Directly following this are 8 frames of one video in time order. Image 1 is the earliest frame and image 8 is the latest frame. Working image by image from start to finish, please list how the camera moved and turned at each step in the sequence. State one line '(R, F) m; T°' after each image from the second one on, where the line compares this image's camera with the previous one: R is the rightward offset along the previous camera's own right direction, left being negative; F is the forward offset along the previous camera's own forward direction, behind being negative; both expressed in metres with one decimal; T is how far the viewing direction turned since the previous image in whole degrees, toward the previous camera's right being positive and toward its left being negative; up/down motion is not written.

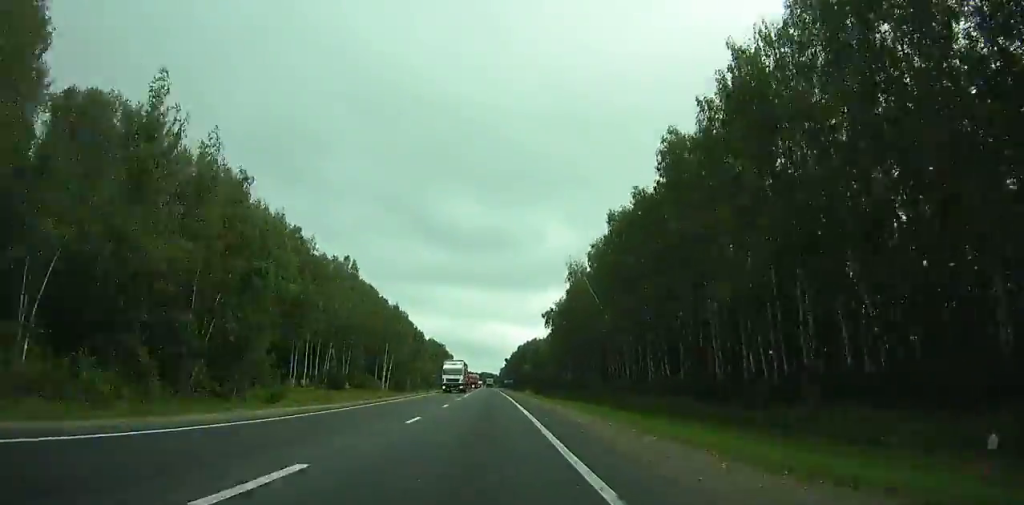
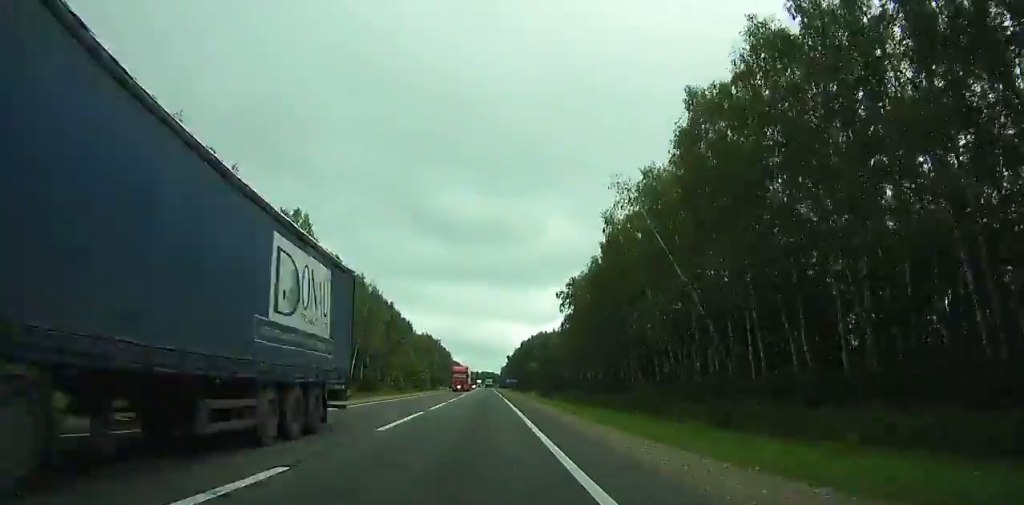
(-0.1, +39.6) m; 0°
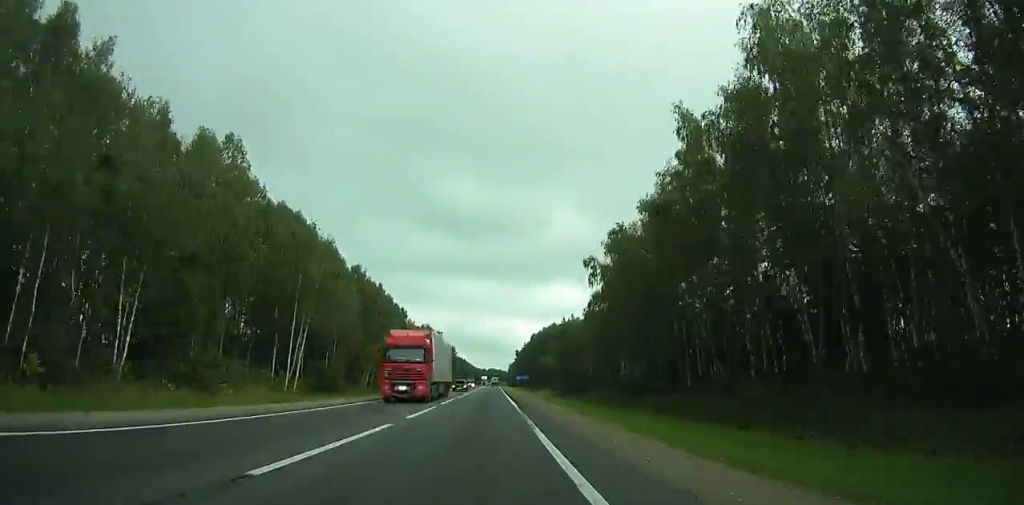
(0.0, +33.3) m; -1°
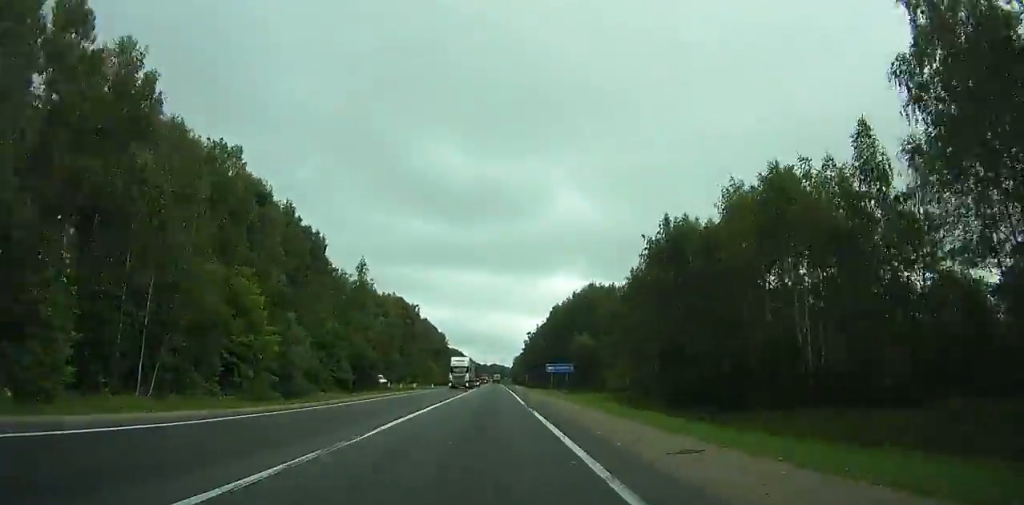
(-3.4, +94.3) m; -6°
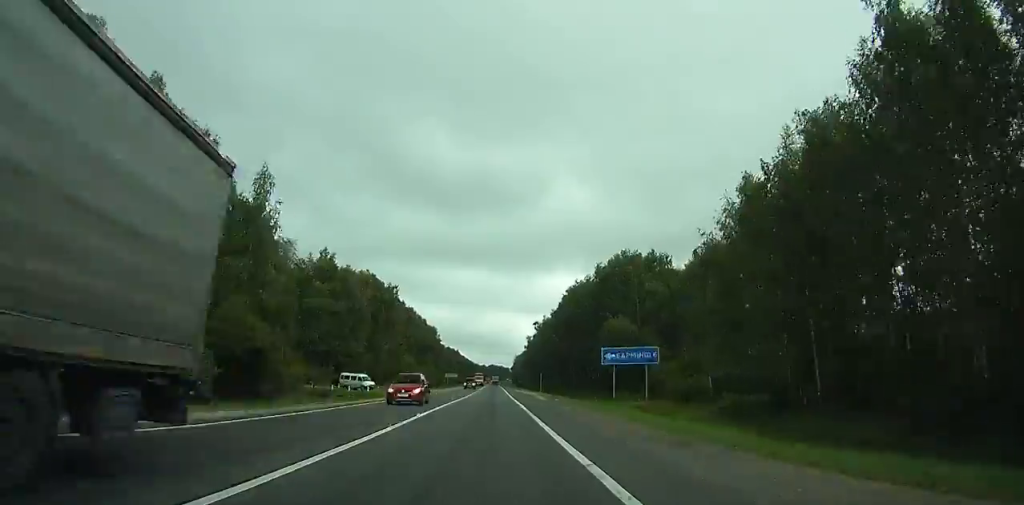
(-1.0, +38.6) m; -3°
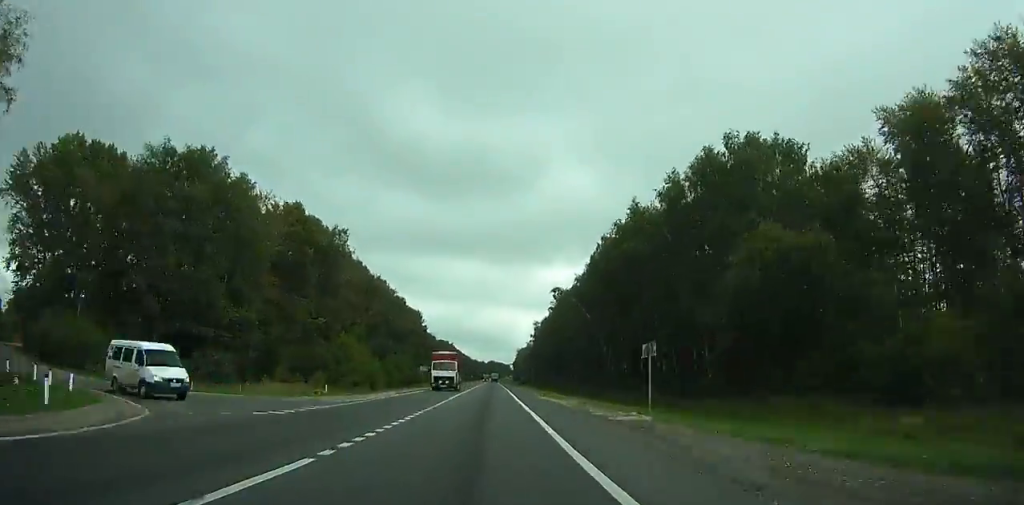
(-0.7, +51.4) m; -4°
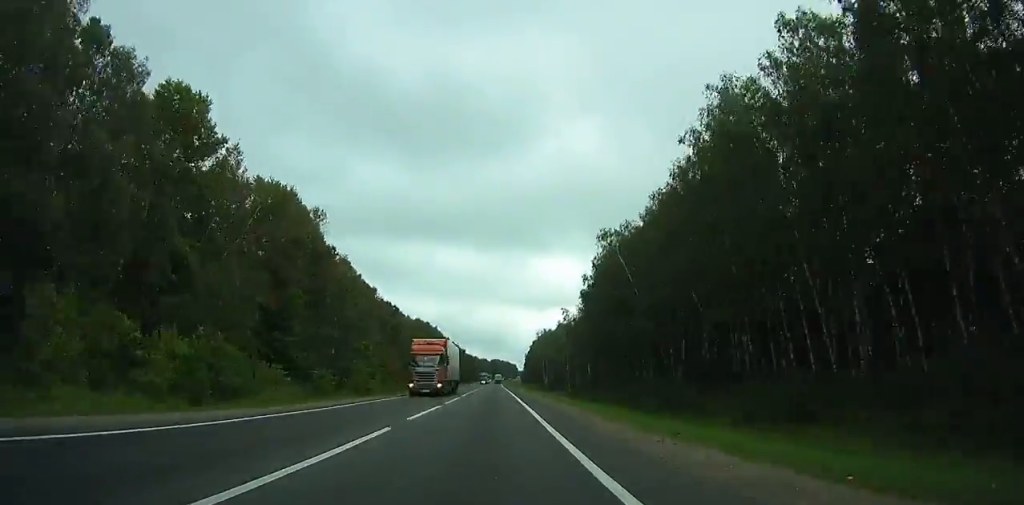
(+29.4, +132.5) m; +19°
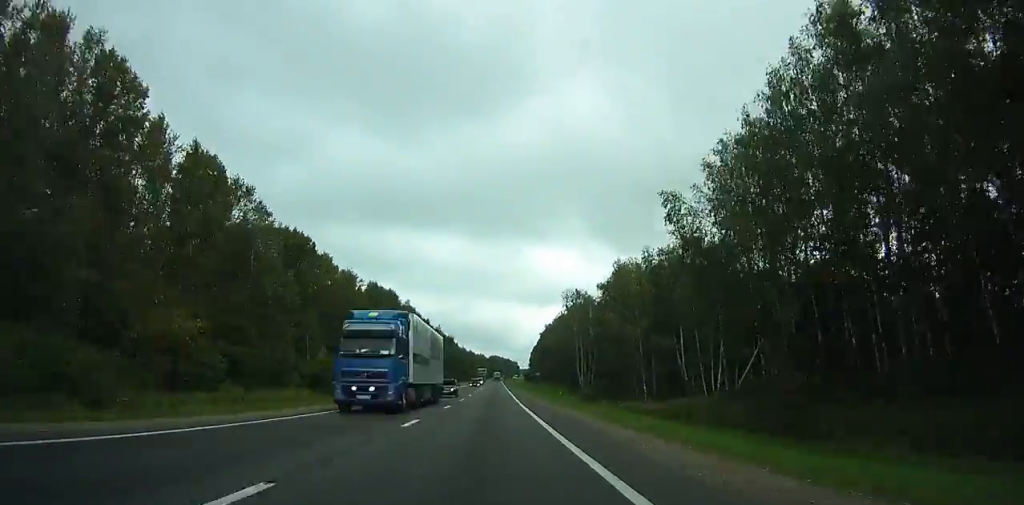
(-14.0, +91.1) m; -9°
